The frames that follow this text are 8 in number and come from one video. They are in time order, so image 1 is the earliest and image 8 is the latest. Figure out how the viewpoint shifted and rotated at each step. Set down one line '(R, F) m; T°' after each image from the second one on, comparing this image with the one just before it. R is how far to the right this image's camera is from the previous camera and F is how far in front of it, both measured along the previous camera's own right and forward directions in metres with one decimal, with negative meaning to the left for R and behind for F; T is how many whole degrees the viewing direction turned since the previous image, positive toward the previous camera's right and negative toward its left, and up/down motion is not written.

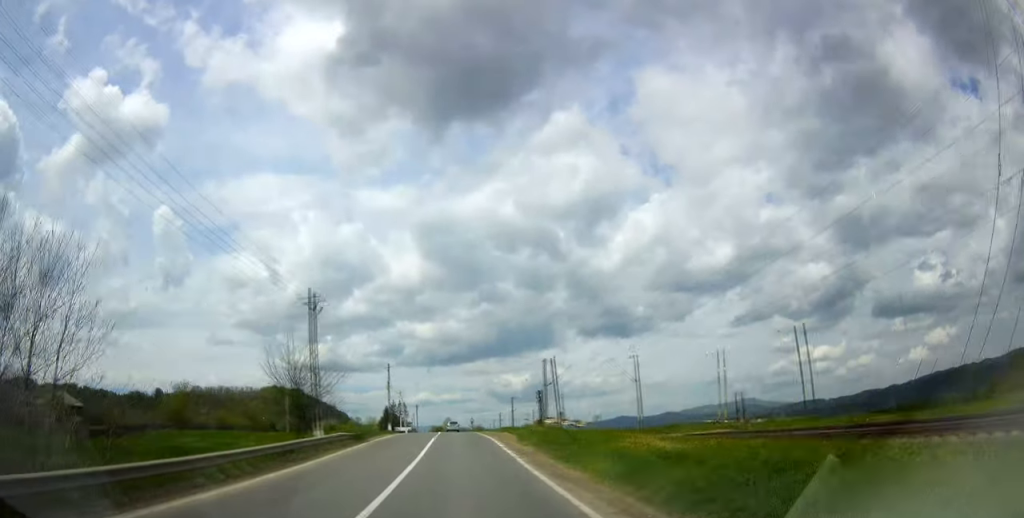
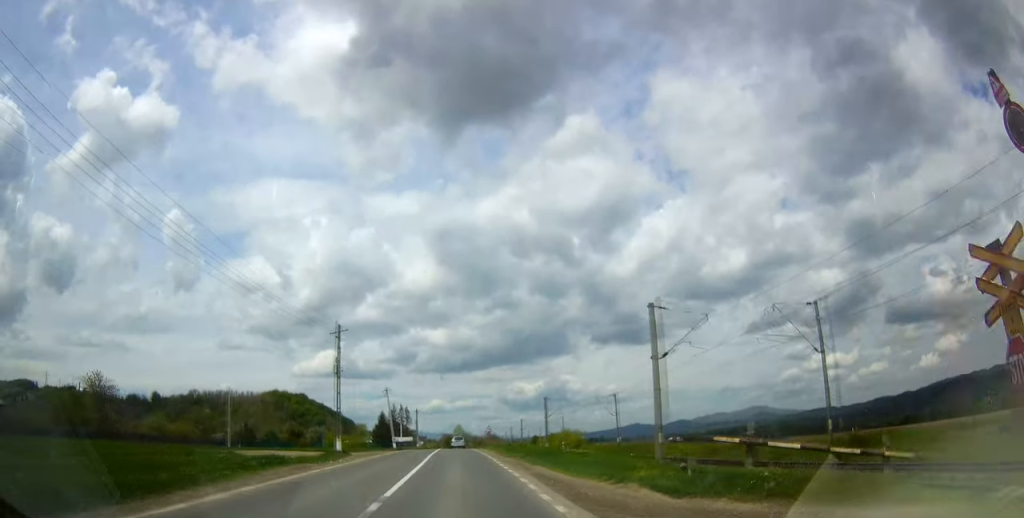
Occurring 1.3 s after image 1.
(-0.2, +34.4) m; 0°
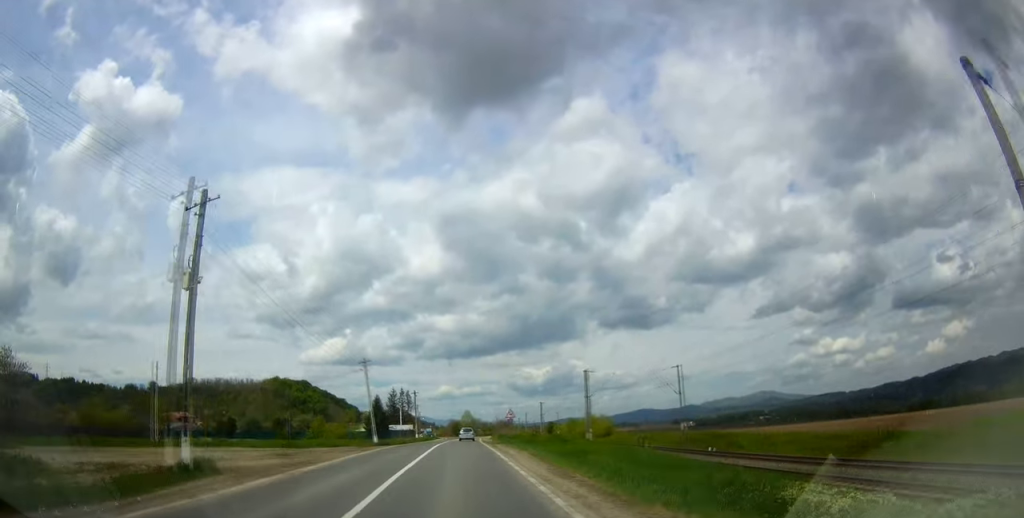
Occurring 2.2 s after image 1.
(0.0, +23.3) m; 0°
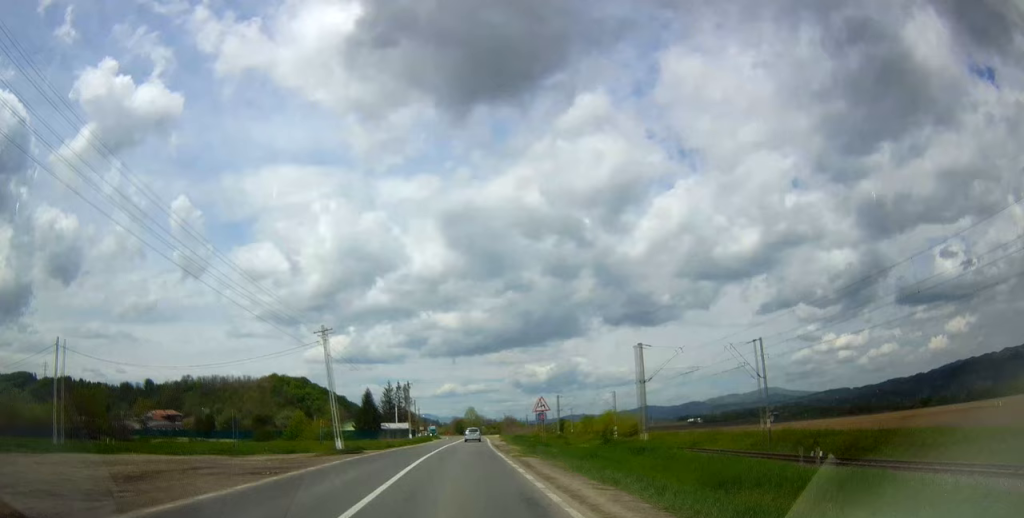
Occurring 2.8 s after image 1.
(0.0, +17.6) m; -1°
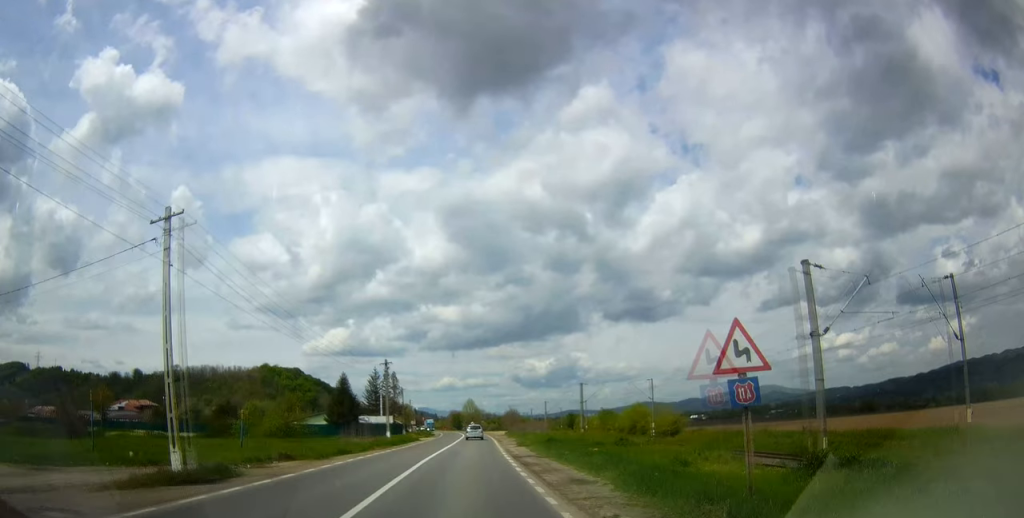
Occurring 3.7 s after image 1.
(-0.3, +22.4) m; -1°
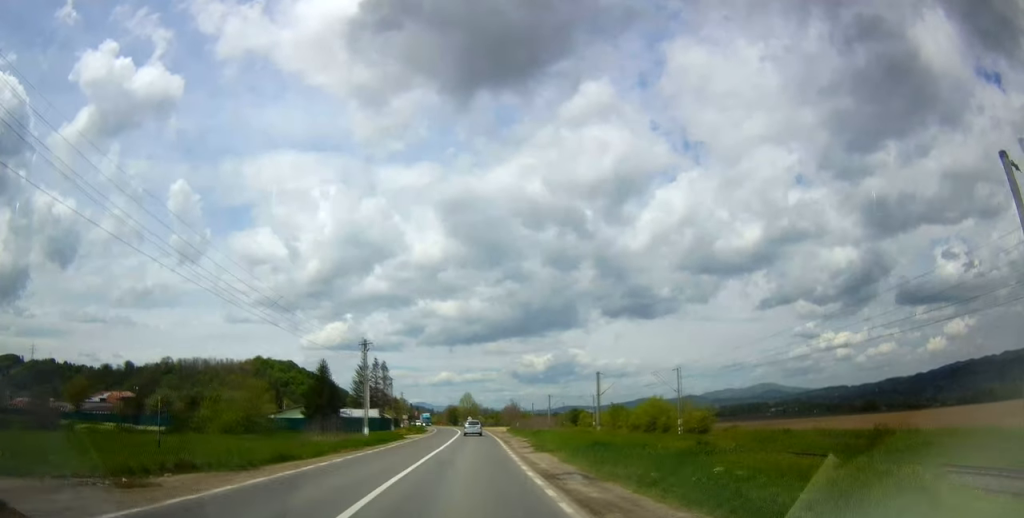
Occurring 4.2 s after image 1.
(-0.1, +12.1) m; 0°
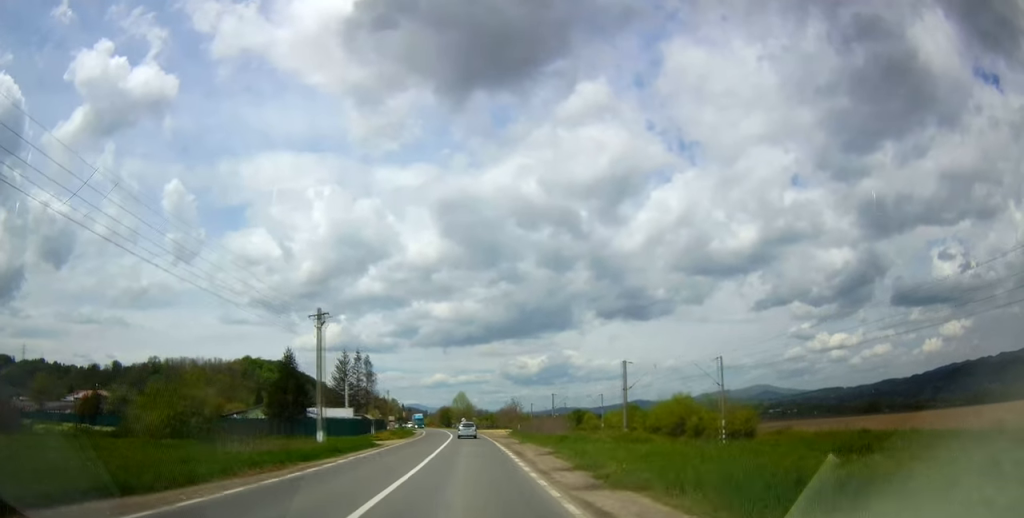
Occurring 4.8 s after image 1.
(0.0, +14.0) m; 0°
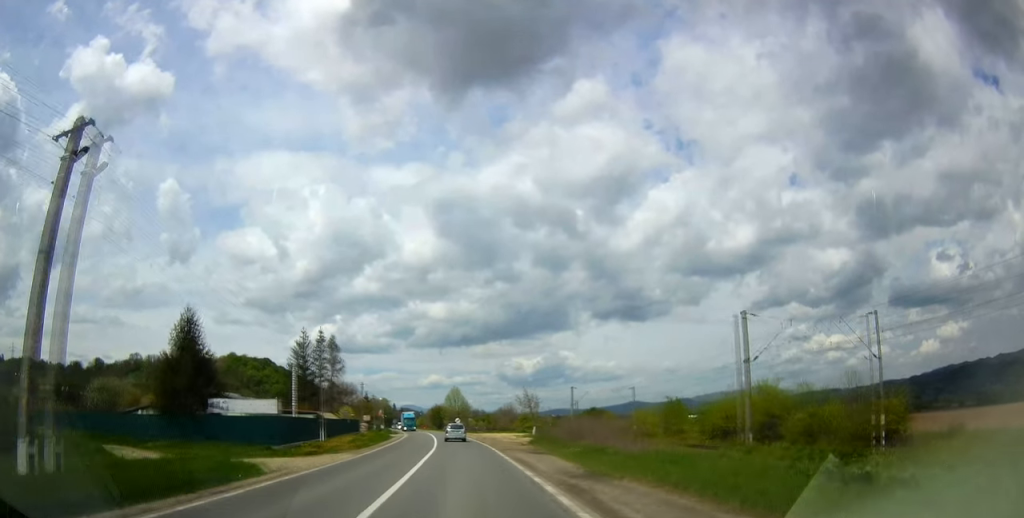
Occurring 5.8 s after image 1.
(0.0, +25.8) m; 0°
